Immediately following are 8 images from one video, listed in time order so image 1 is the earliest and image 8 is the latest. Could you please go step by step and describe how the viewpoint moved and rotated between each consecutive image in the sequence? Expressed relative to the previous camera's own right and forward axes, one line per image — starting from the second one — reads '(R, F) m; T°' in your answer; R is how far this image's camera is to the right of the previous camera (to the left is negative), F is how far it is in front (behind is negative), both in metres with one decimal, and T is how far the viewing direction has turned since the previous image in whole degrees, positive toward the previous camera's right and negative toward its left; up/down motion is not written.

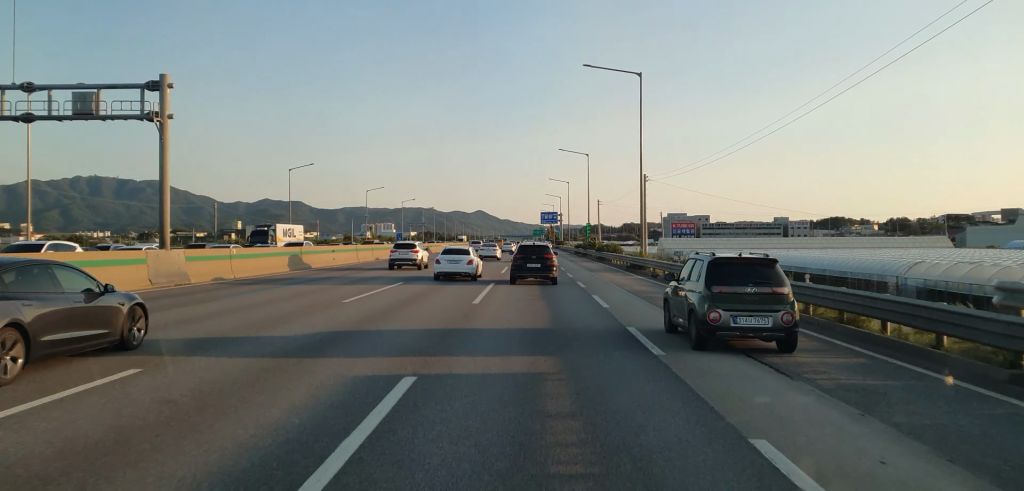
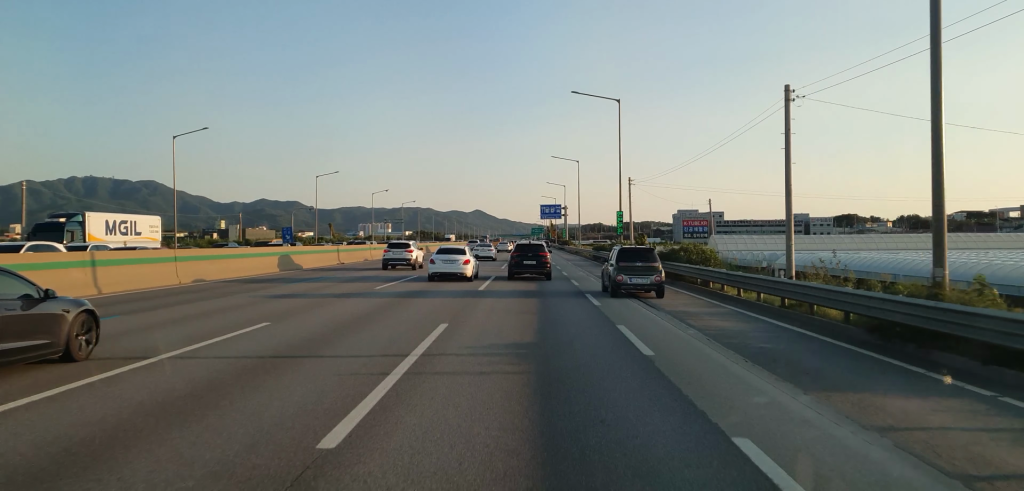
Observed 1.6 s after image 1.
(+0.4, +34.9) m; +1°
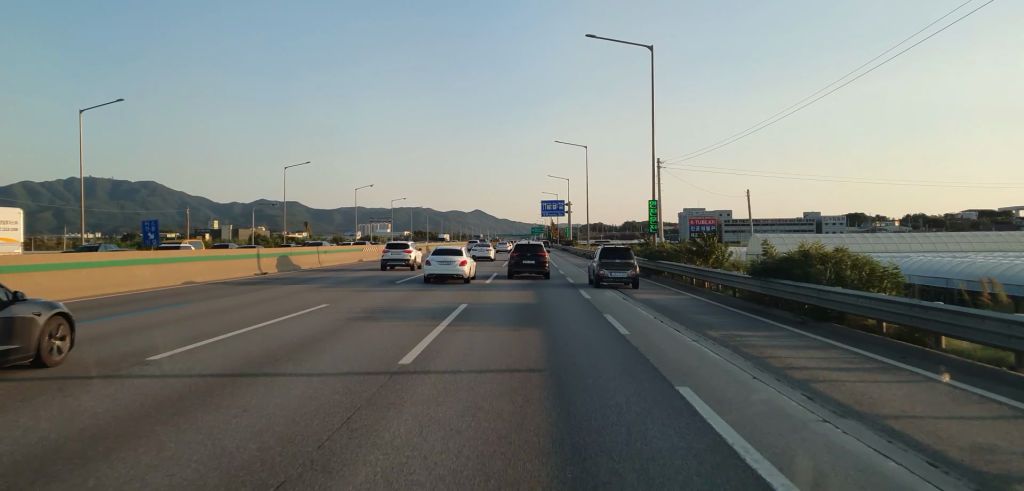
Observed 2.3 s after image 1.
(0.0, +15.5) m; 0°
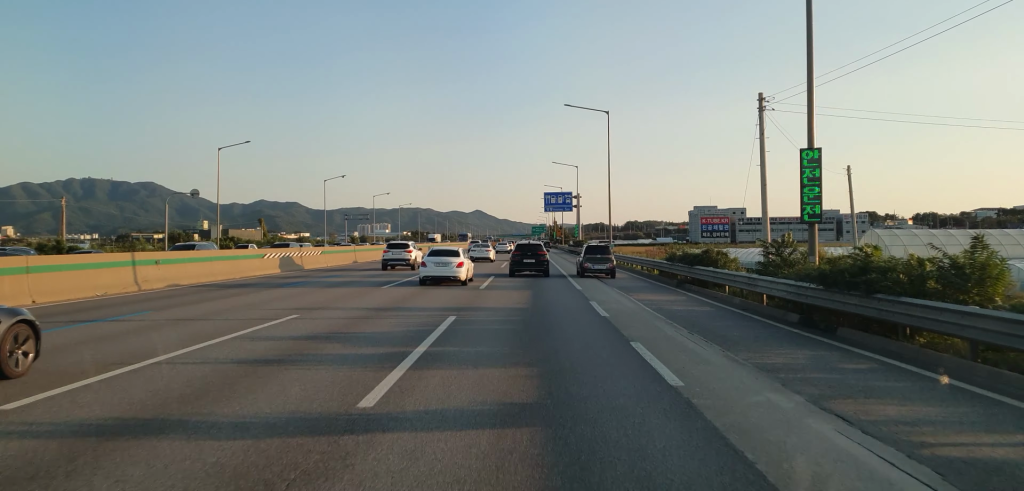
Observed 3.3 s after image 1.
(0.0, +23.1) m; 0°
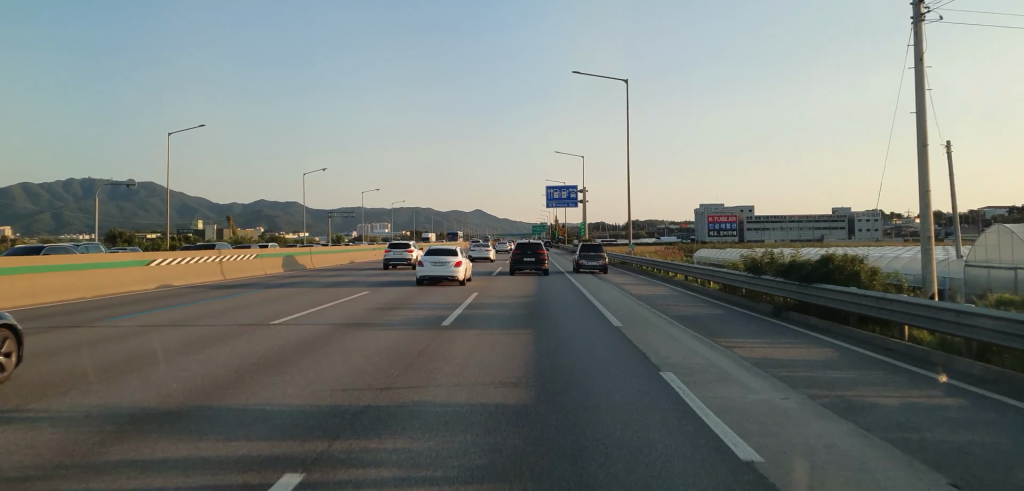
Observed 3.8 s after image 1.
(0.0, +11.9) m; 0°
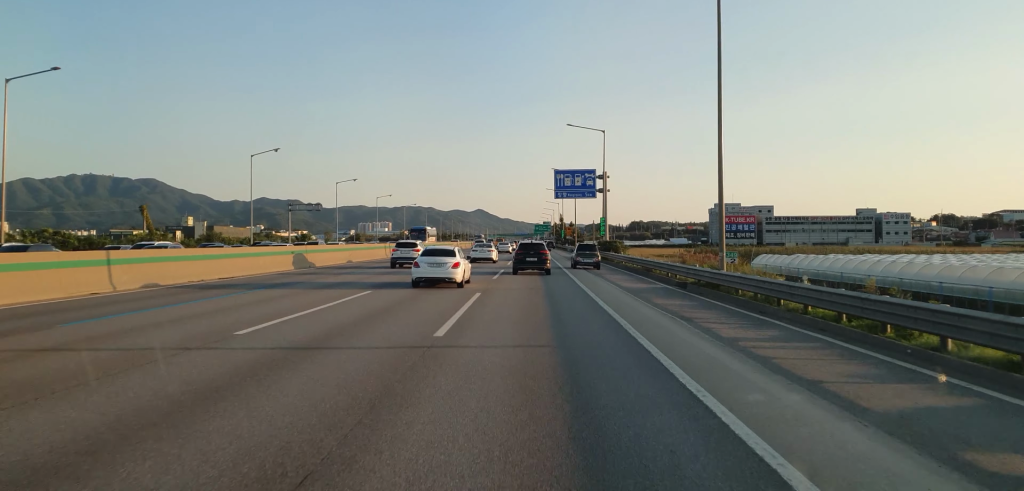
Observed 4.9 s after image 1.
(-0.1, +23.1) m; -1°
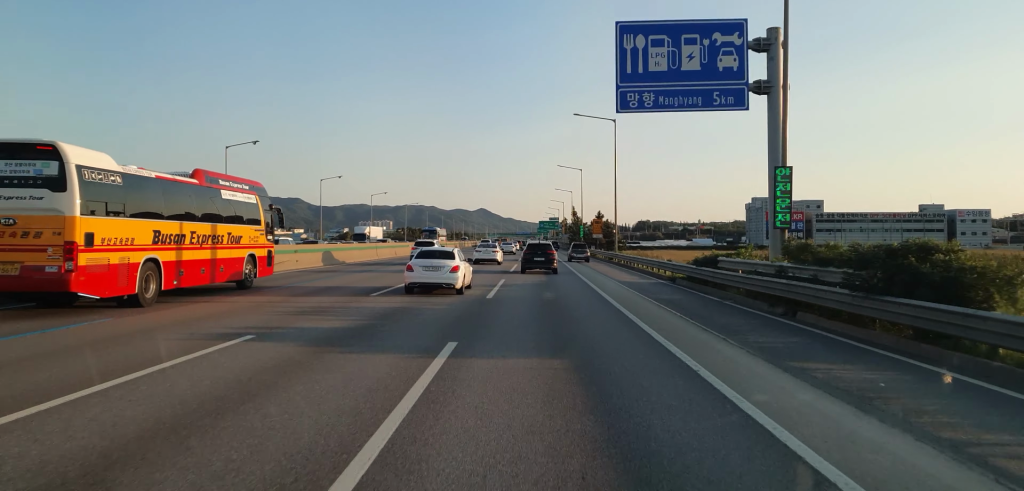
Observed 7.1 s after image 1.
(+0.4, +51.0) m; 0°
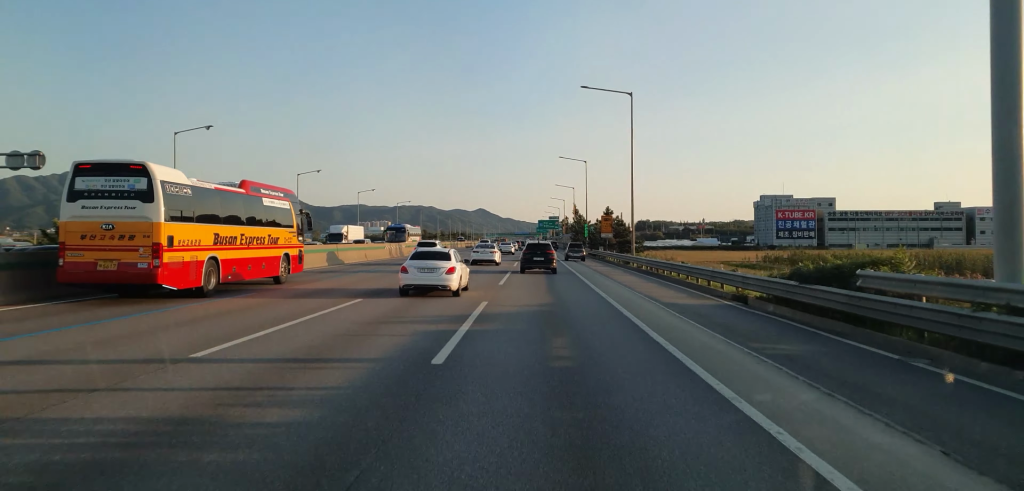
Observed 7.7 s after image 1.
(0.0, +12.1) m; 0°
